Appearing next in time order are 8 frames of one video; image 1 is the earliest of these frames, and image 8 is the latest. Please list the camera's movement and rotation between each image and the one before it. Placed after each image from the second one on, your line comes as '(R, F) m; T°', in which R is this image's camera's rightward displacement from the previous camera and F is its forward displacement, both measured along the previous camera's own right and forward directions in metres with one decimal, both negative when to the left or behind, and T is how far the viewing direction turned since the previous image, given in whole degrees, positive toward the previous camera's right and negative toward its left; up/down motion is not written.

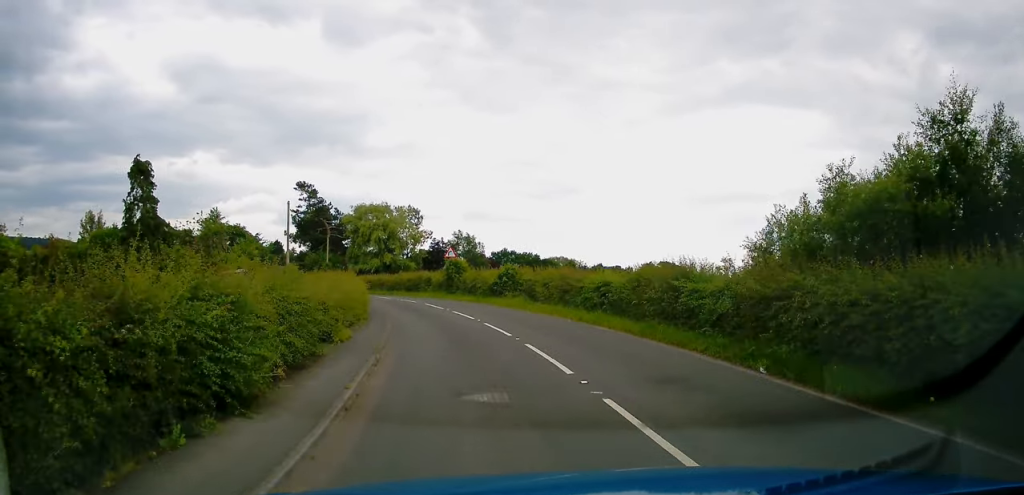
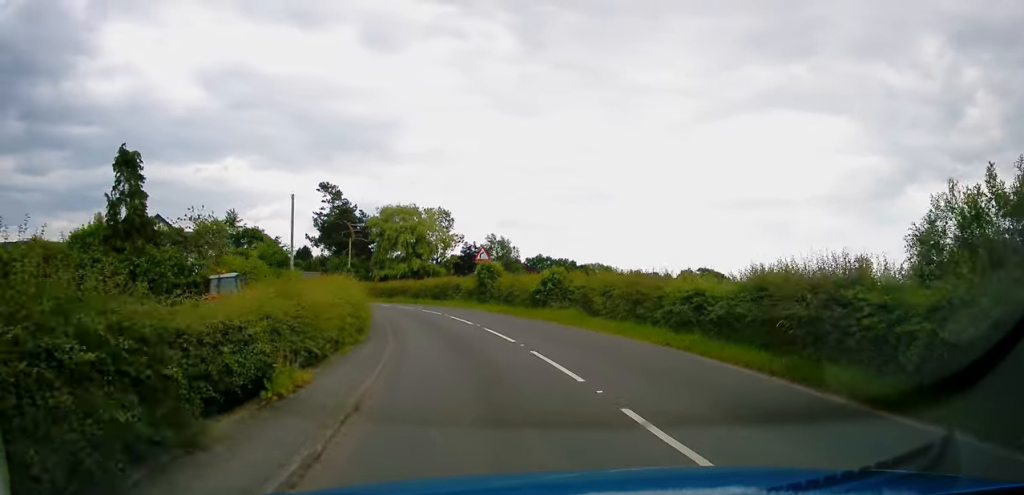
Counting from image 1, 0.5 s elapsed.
(0.0, +5.9) m; -2°
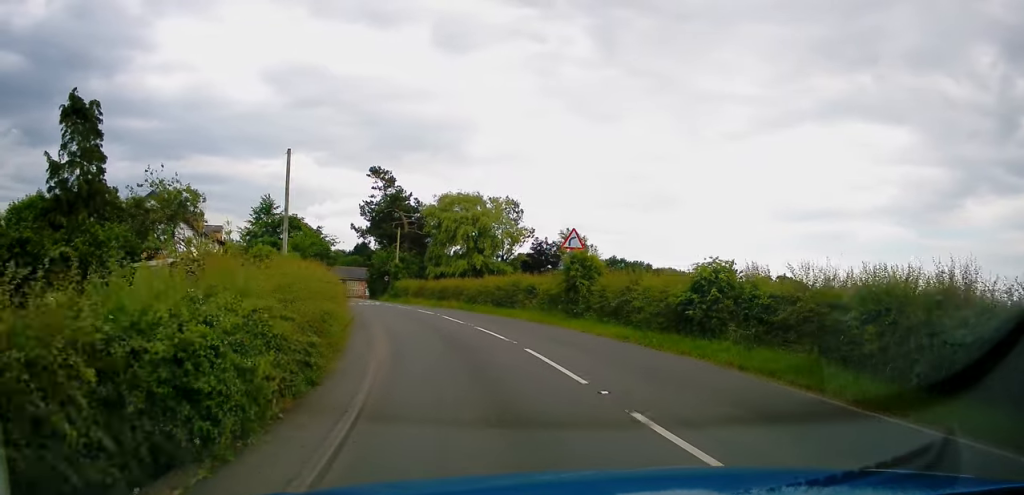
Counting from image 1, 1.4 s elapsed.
(-0.4, +11.8) m; -6°
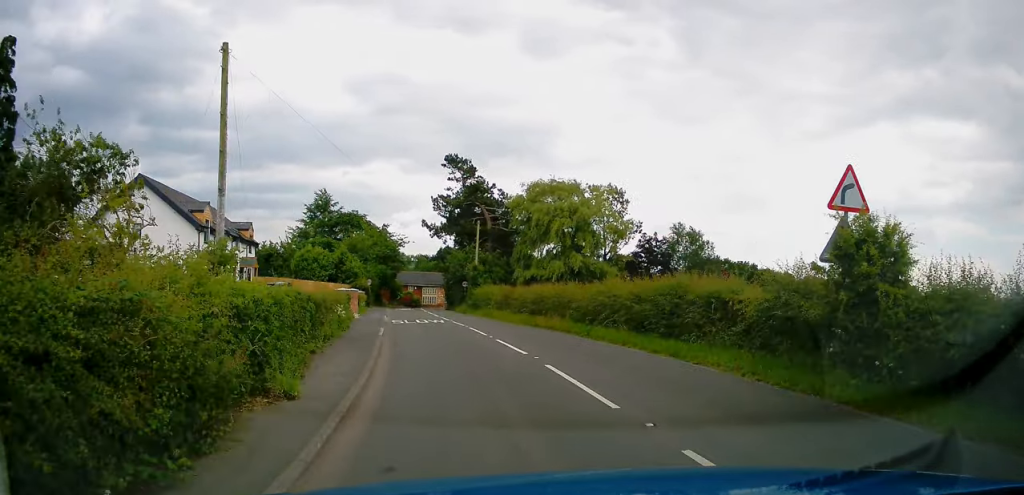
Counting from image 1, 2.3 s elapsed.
(-1.0, +12.7) m; -8°
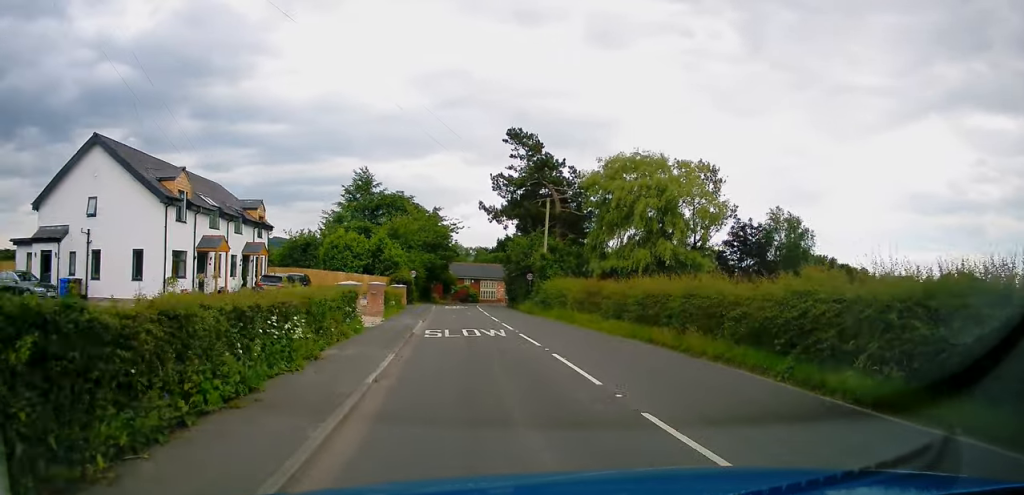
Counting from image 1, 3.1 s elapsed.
(-0.6, +10.4) m; -5°
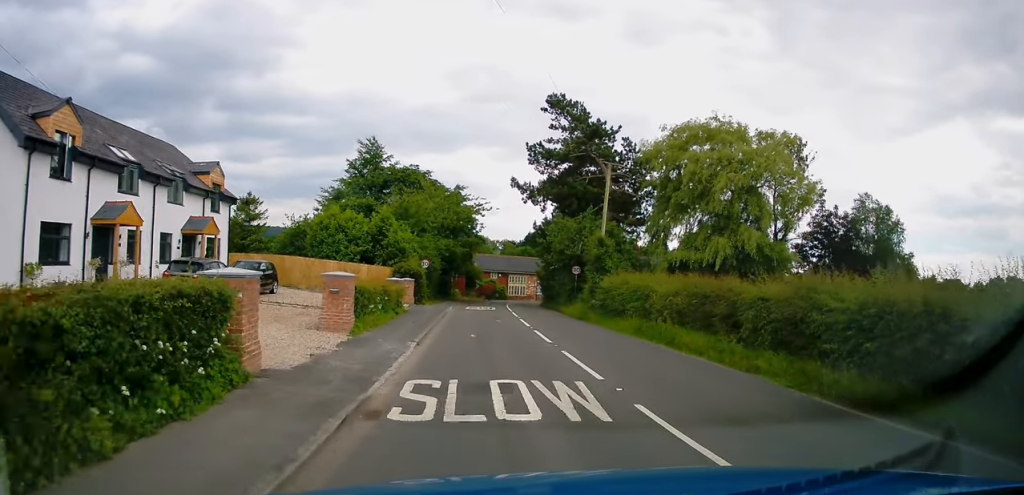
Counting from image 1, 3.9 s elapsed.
(-0.4, +11.0) m; -3°
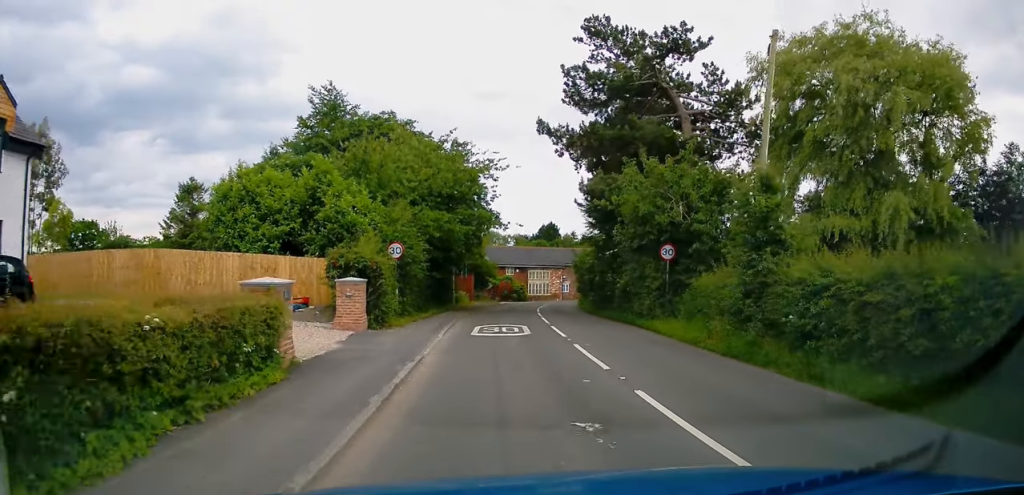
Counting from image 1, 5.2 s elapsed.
(-0.3, +16.7) m; -1°
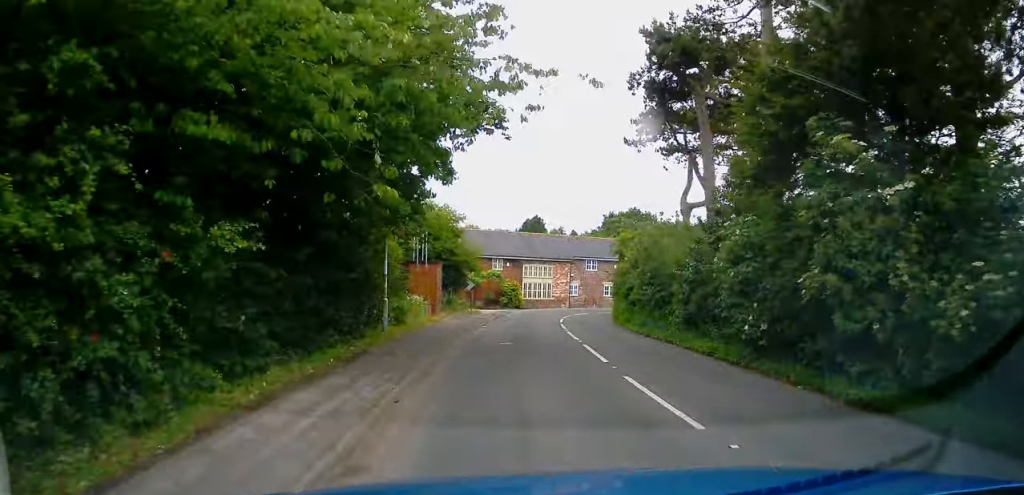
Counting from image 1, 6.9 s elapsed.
(+0.1, +21.4) m; +2°
